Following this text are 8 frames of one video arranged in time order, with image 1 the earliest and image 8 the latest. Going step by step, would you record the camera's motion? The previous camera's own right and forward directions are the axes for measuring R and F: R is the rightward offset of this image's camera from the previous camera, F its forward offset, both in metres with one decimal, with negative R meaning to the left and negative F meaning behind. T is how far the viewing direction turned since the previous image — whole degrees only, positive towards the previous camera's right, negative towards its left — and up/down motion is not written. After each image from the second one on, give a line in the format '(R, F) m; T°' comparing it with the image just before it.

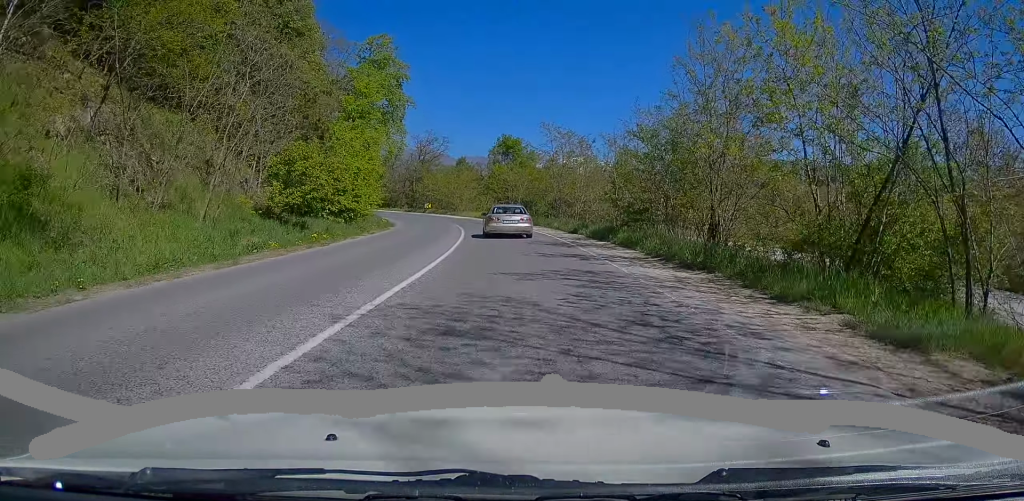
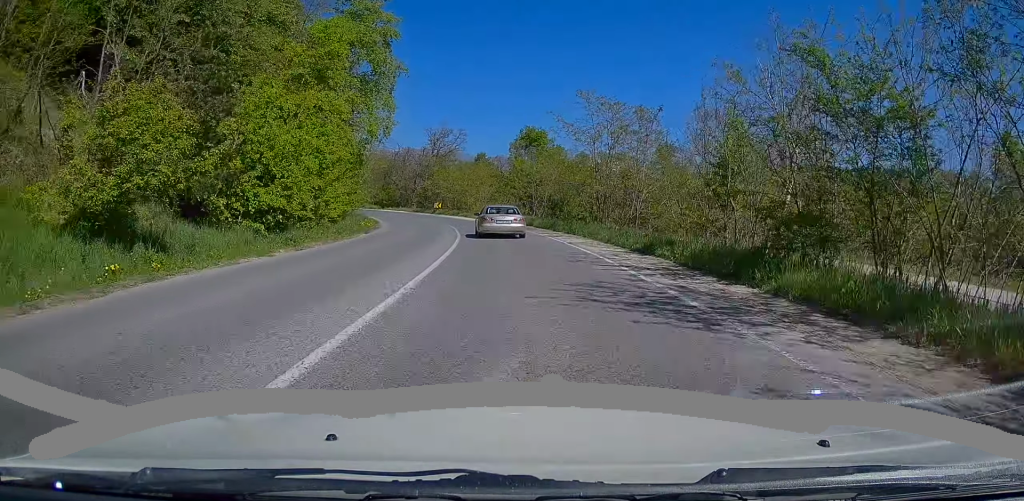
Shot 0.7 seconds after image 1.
(0.0, +13.0) m; -1°
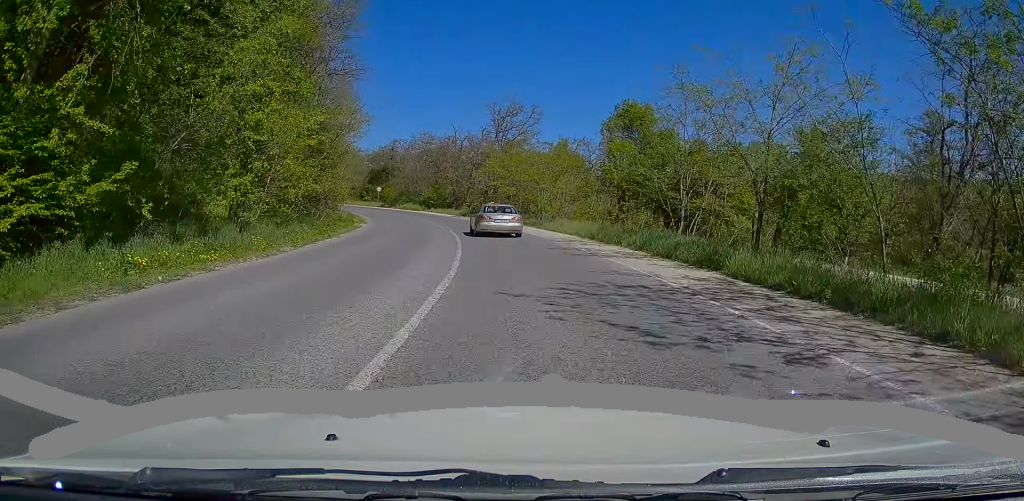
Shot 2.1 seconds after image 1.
(-1.0, +27.8) m; -5°
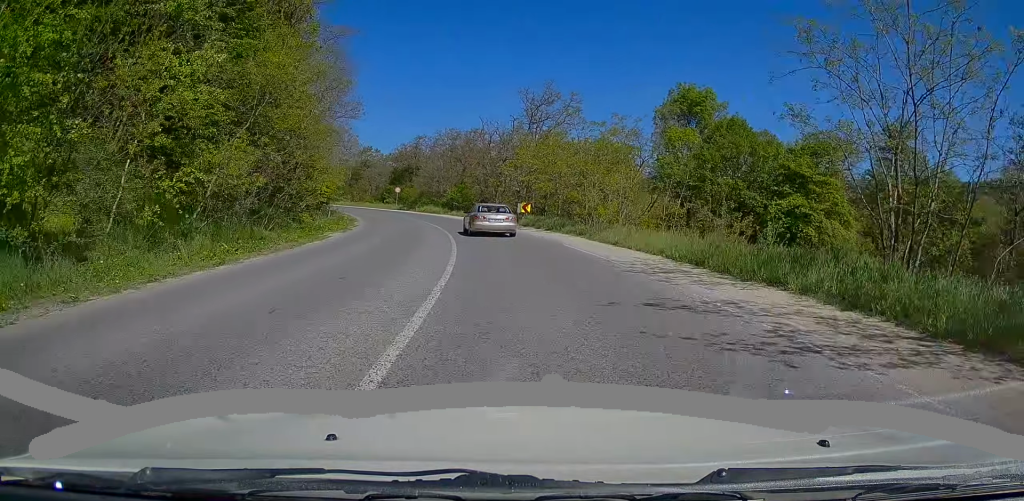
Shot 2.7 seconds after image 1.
(-0.3, +11.0) m; -3°
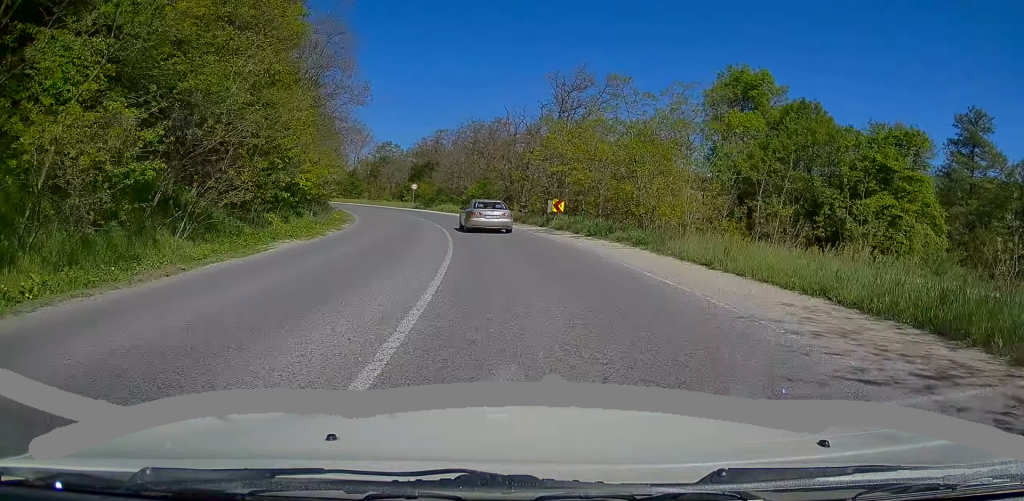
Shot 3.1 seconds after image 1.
(0.0, +7.7) m; -2°
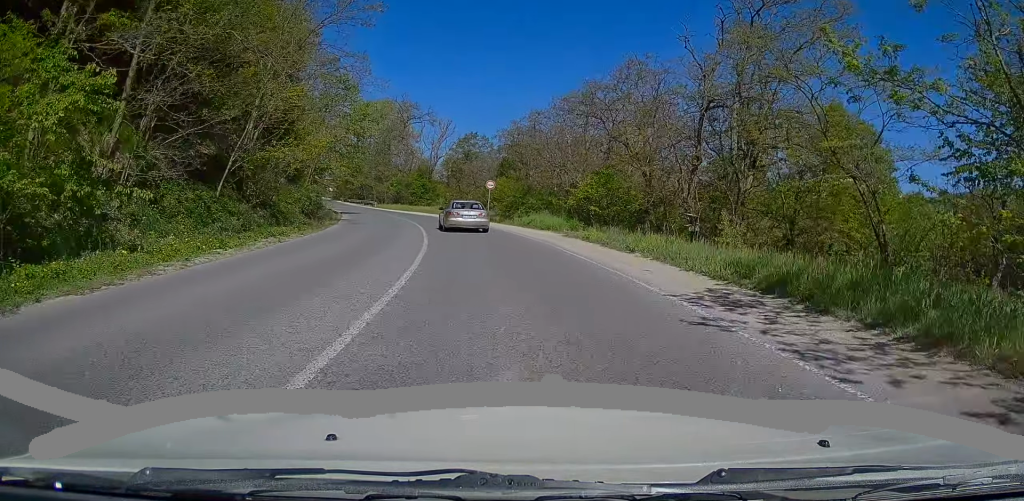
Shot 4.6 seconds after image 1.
(-2.5, +30.0) m; -9°
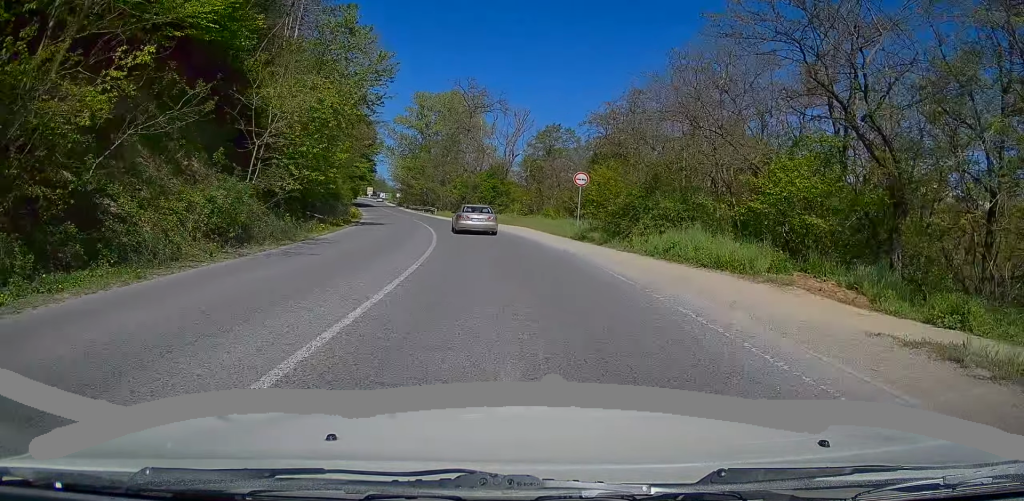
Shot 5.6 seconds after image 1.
(-1.1, +18.9) m; -7°
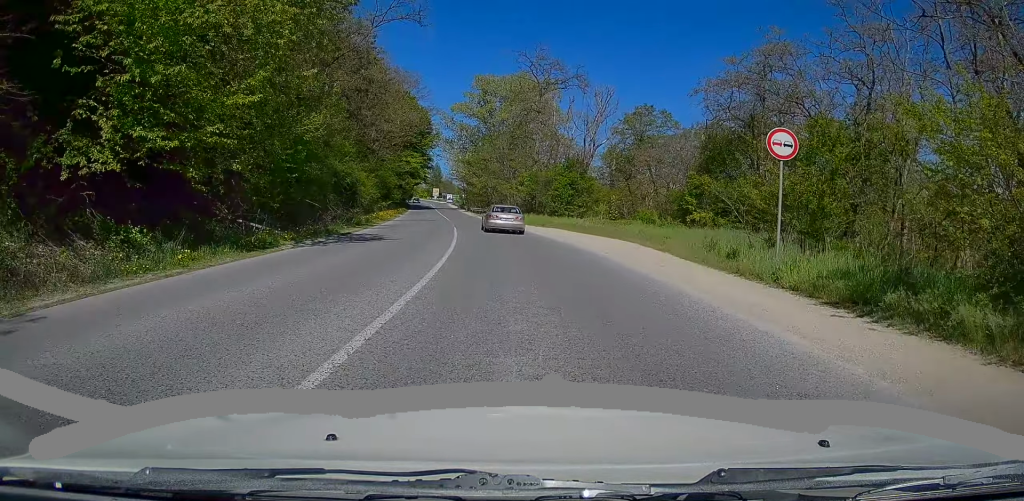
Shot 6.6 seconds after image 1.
(-1.2, +17.1) m; -6°
